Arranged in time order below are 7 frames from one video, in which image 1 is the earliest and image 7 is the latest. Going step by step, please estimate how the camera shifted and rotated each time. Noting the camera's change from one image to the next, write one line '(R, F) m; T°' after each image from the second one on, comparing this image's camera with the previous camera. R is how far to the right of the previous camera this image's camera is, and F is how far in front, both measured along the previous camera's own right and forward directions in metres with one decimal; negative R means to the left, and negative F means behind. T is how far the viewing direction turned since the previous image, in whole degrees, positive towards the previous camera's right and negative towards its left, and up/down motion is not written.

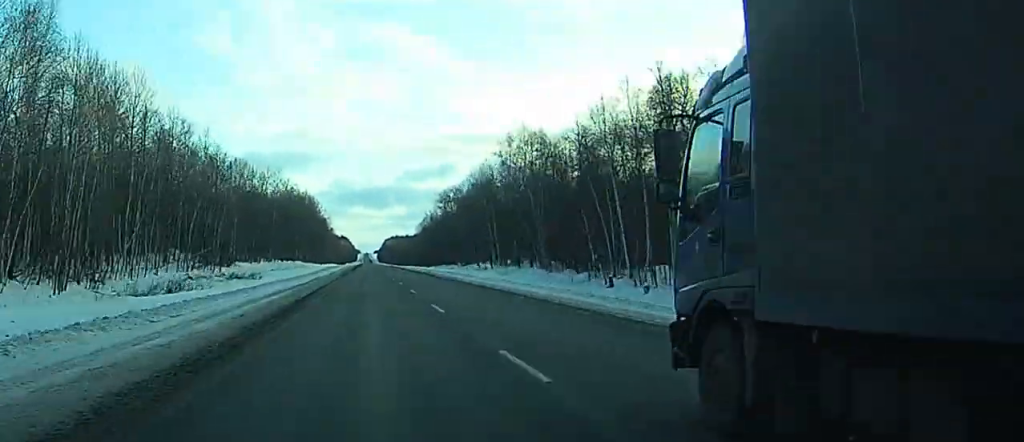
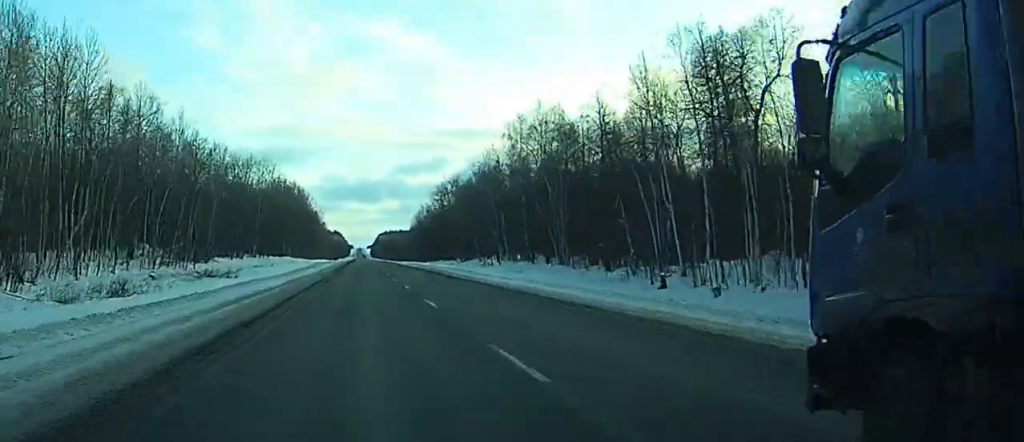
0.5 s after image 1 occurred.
(0.0, +11.0) m; +1°
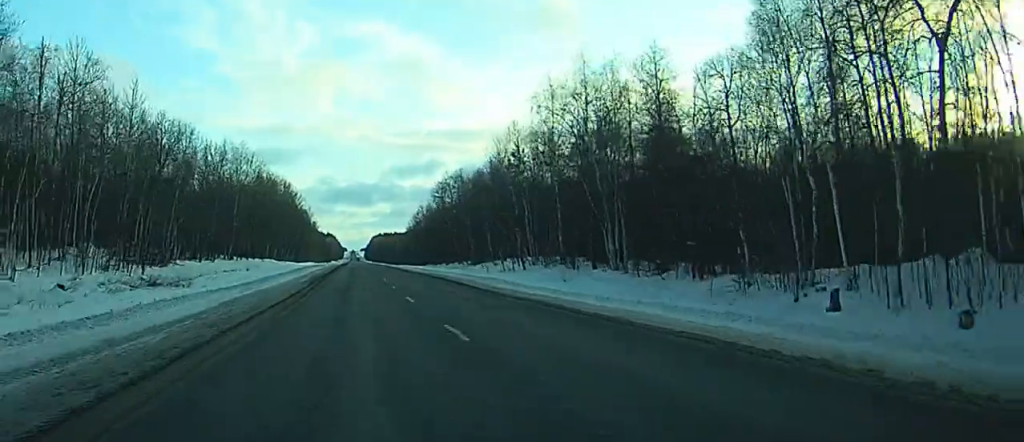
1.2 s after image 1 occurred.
(+0.1, +17.1) m; +1°
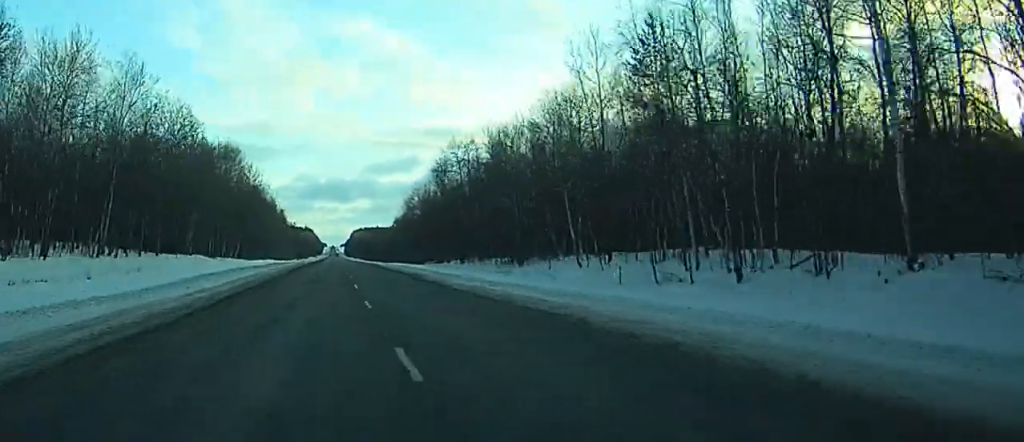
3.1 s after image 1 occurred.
(+0.4, +50.3) m; +1°
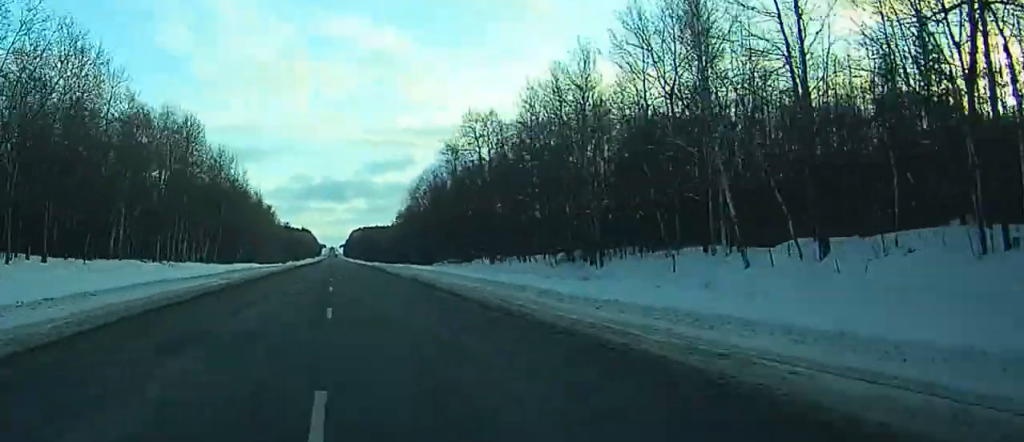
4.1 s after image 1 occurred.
(+0.1, +30.5) m; 0°
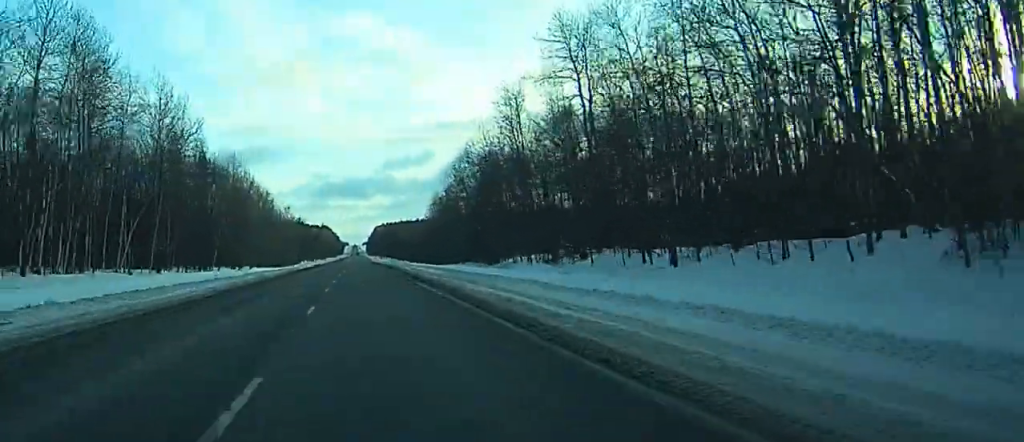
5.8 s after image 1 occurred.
(-0.2, +50.2) m; 0°
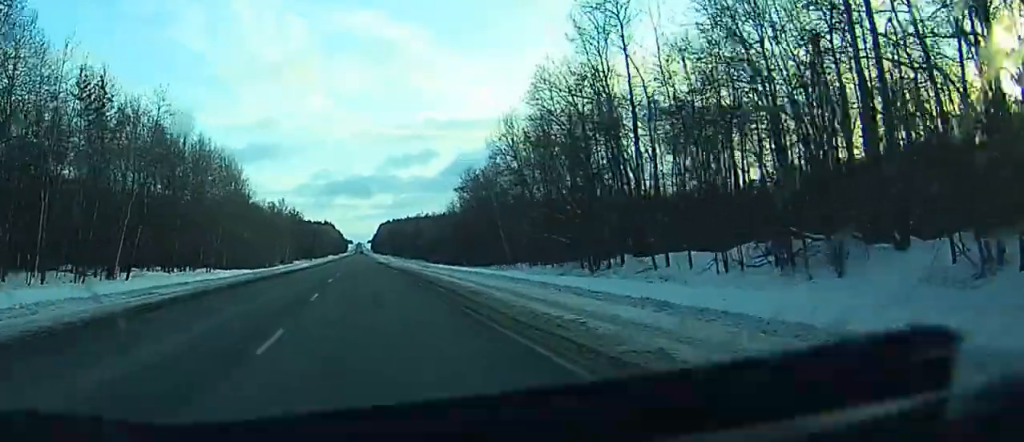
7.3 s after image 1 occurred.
(+0.3, +44.5) m; 0°
